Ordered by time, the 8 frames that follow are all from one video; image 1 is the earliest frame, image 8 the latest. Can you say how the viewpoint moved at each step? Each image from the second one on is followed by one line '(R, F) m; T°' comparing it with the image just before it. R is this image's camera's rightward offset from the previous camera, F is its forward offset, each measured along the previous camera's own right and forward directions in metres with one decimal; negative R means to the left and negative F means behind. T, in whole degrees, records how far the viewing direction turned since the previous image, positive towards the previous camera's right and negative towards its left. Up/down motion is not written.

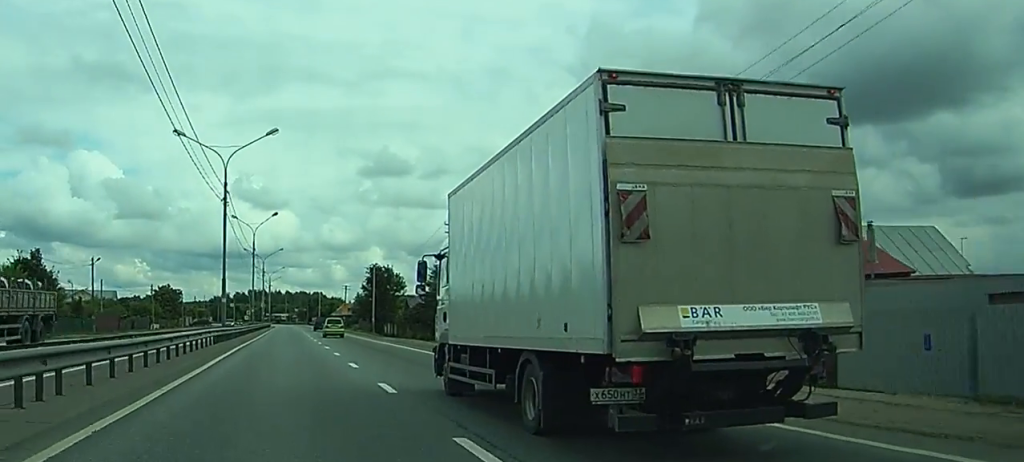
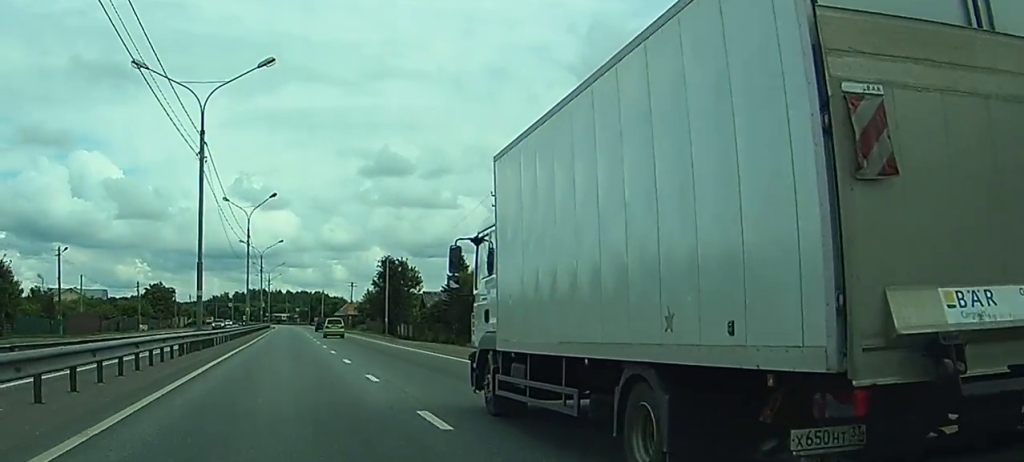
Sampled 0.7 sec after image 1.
(0.0, +13.3) m; +1°
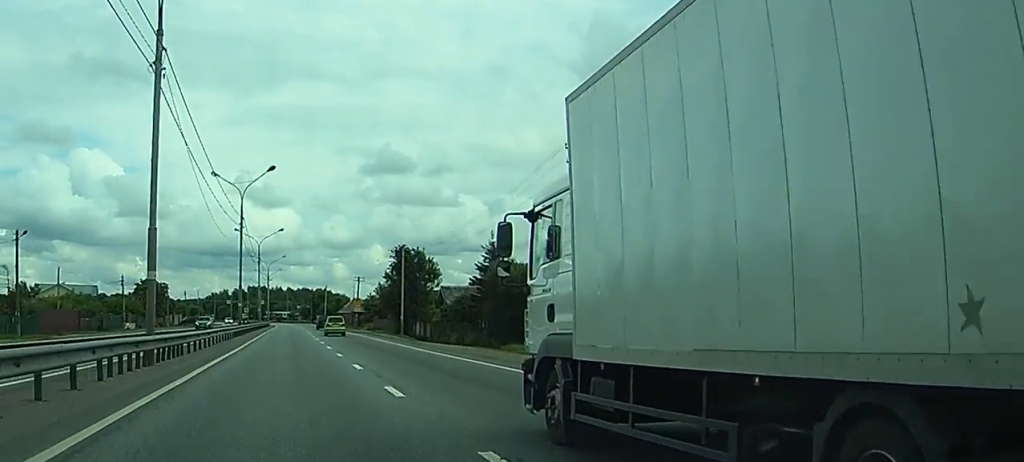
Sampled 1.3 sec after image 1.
(+0.1, +12.0) m; +1°
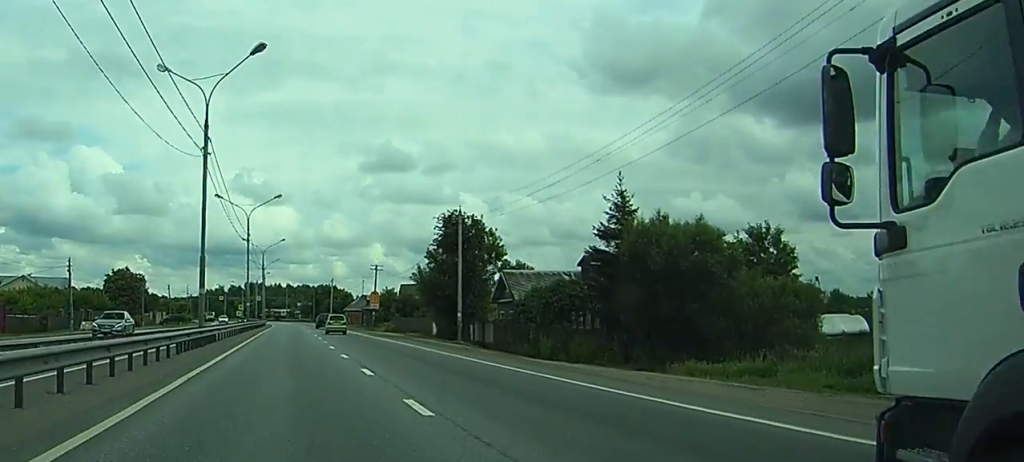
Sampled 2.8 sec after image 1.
(+0.4, +27.2) m; +1°
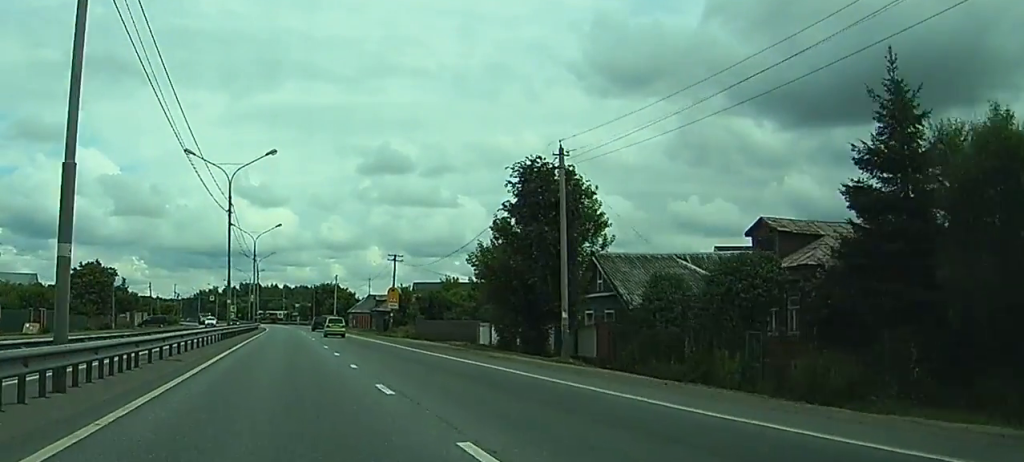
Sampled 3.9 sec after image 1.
(-0.2, +21.0) m; -2°
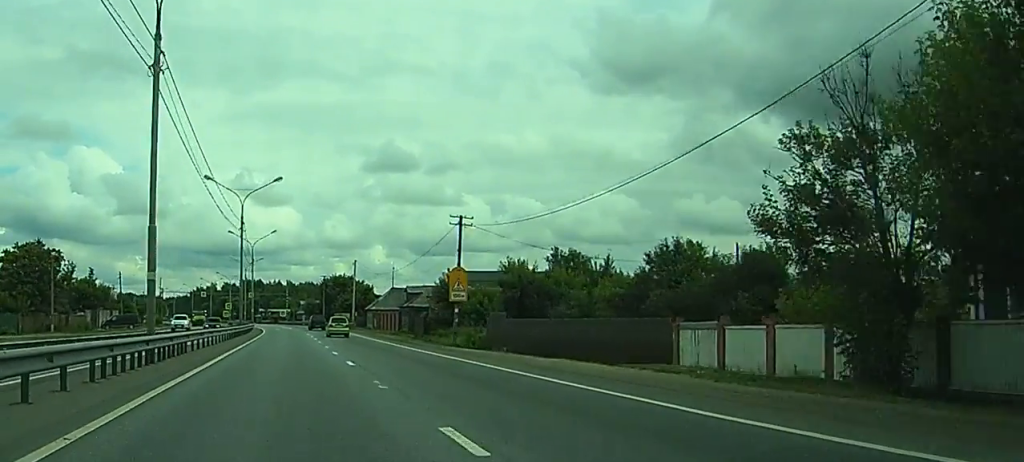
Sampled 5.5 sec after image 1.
(-0.4, +31.5) m; 0°
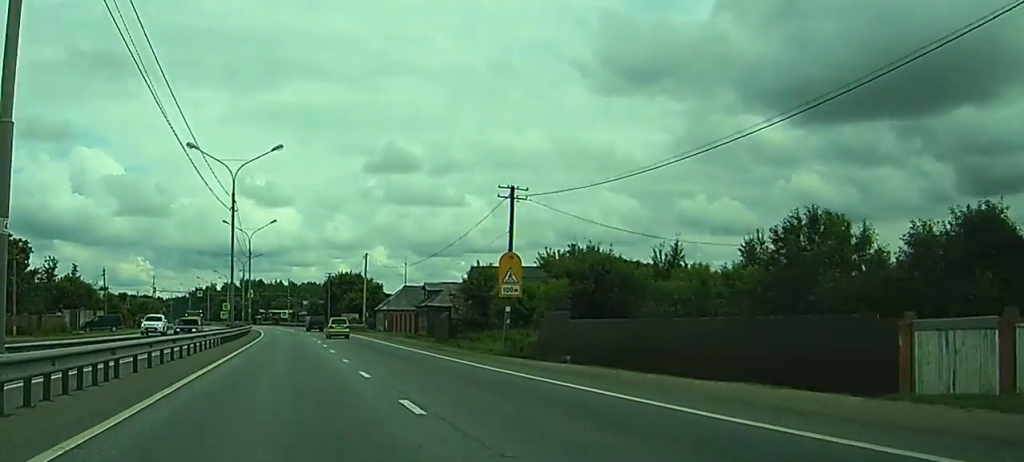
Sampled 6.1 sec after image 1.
(0.0, +12.3) m; 0°
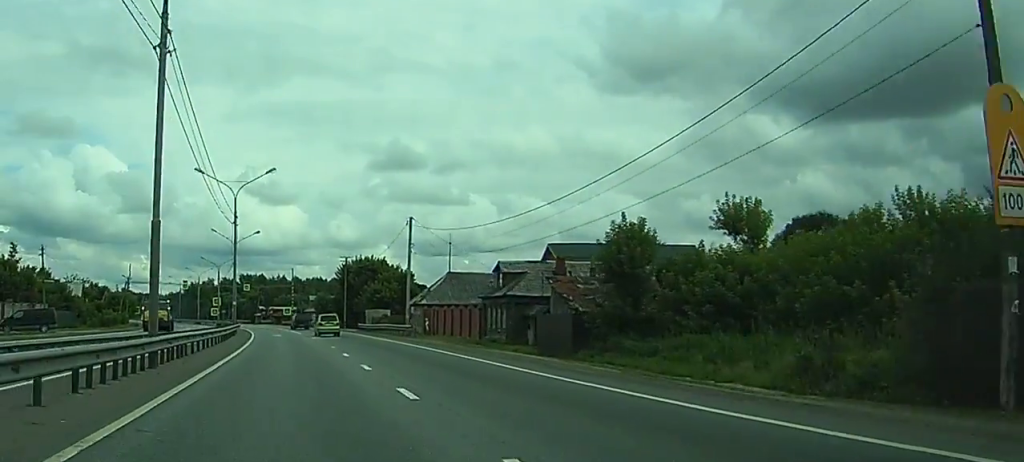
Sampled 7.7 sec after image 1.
(0.0, +30.7) m; 0°
